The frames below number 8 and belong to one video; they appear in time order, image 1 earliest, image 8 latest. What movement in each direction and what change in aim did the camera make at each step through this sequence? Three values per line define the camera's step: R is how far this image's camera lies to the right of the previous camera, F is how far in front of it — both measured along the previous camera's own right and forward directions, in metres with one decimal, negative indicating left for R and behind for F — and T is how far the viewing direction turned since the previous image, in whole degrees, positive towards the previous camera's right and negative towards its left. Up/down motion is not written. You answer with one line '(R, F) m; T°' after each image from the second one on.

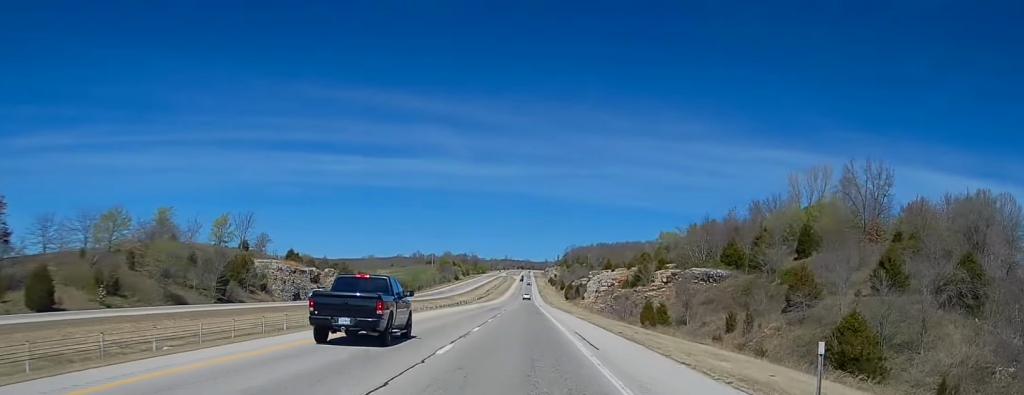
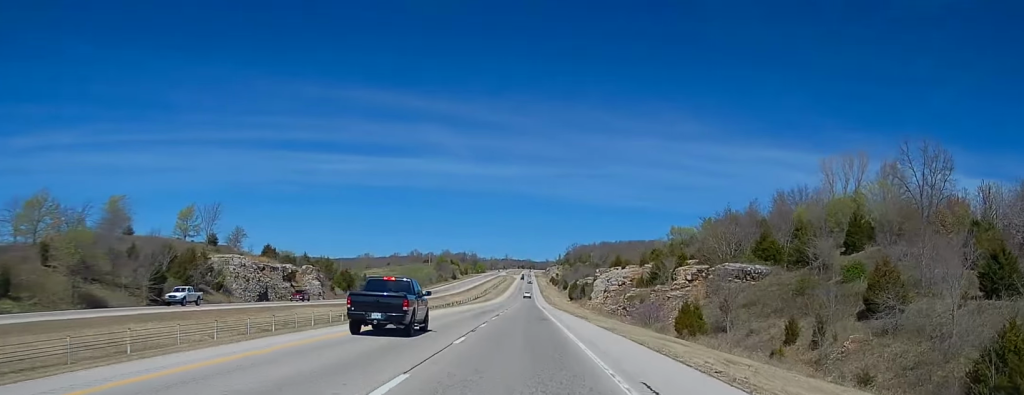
(-0.1, +20.5) m; 0°
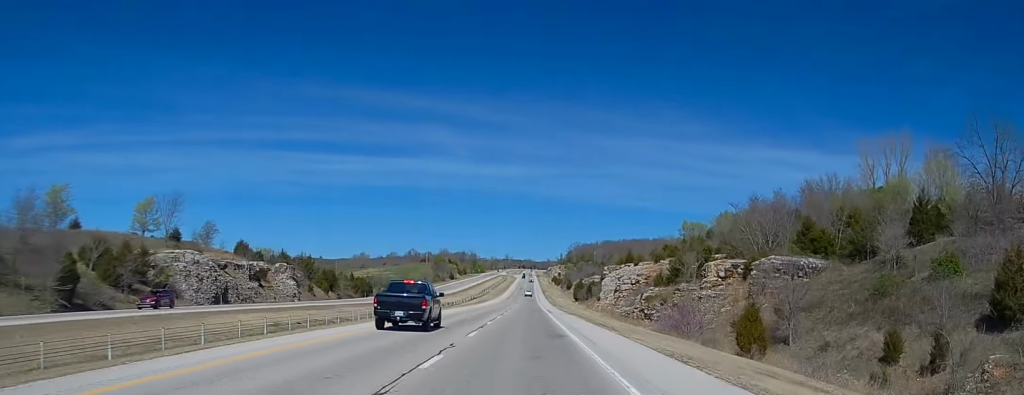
(0.0, +19.6) m; 0°
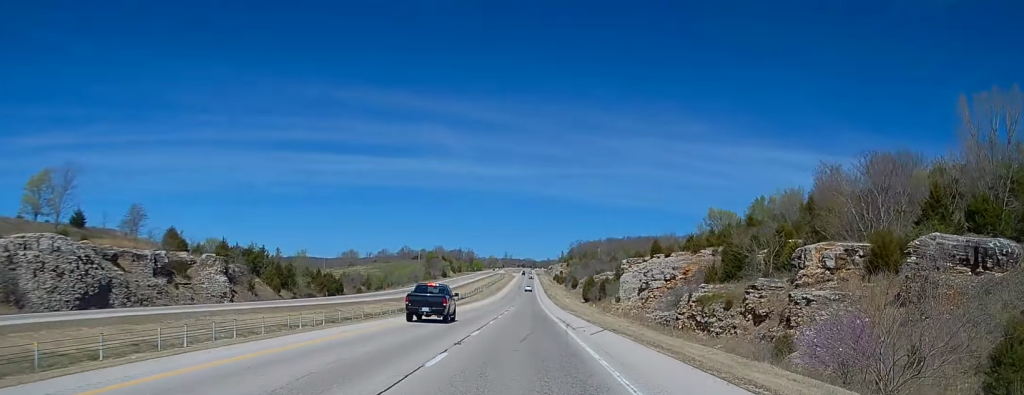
(+0.2, +36.3) m; 0°
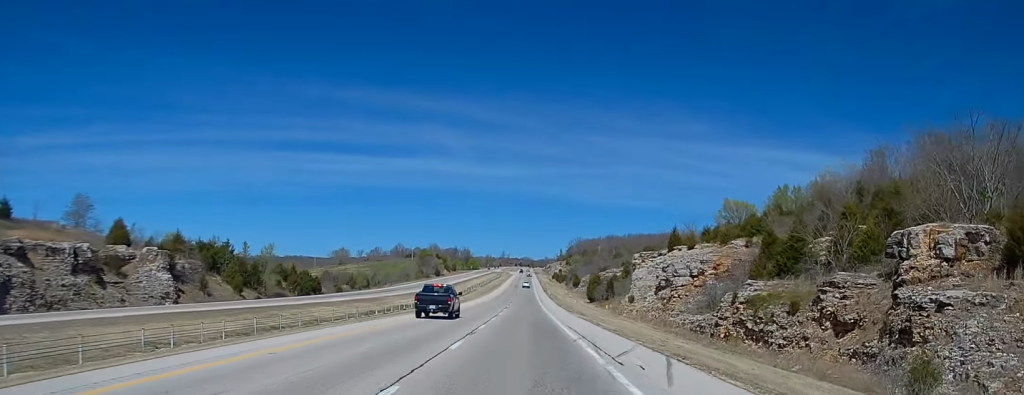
(0.0, +19.3) m; 0°
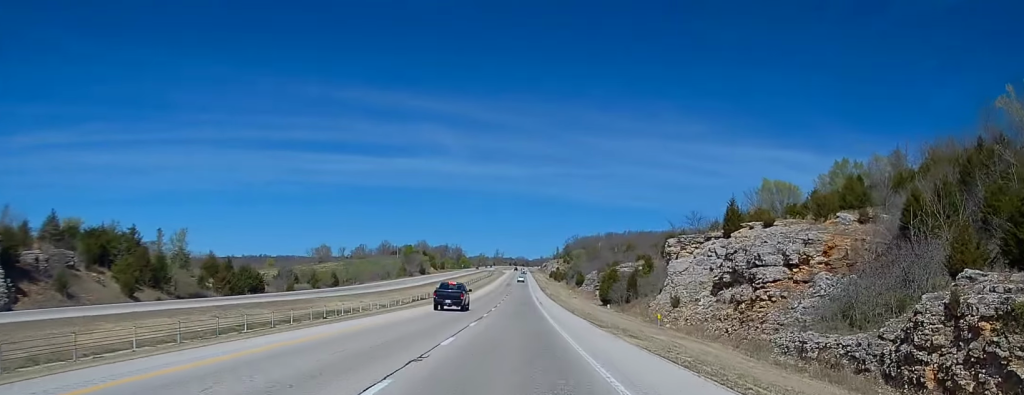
(+0.1, +36.0) m; 0°
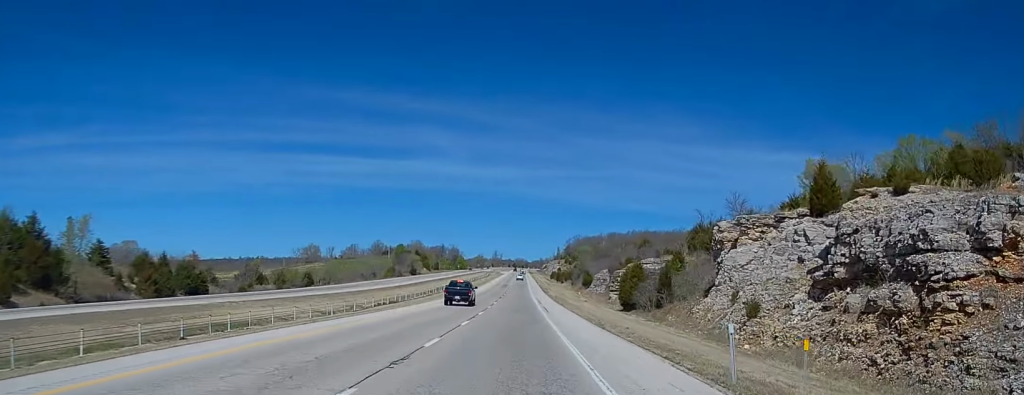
(-0.1, +26.0) m; 0°
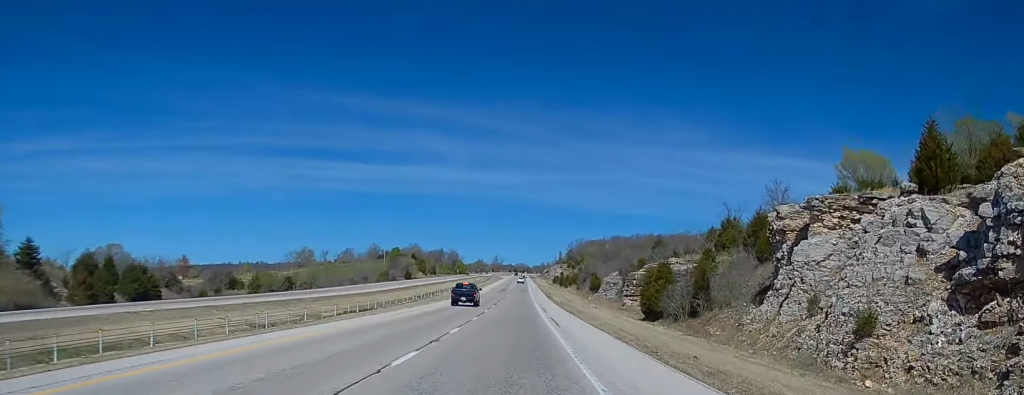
(0.0, +16.7) m; 0°
